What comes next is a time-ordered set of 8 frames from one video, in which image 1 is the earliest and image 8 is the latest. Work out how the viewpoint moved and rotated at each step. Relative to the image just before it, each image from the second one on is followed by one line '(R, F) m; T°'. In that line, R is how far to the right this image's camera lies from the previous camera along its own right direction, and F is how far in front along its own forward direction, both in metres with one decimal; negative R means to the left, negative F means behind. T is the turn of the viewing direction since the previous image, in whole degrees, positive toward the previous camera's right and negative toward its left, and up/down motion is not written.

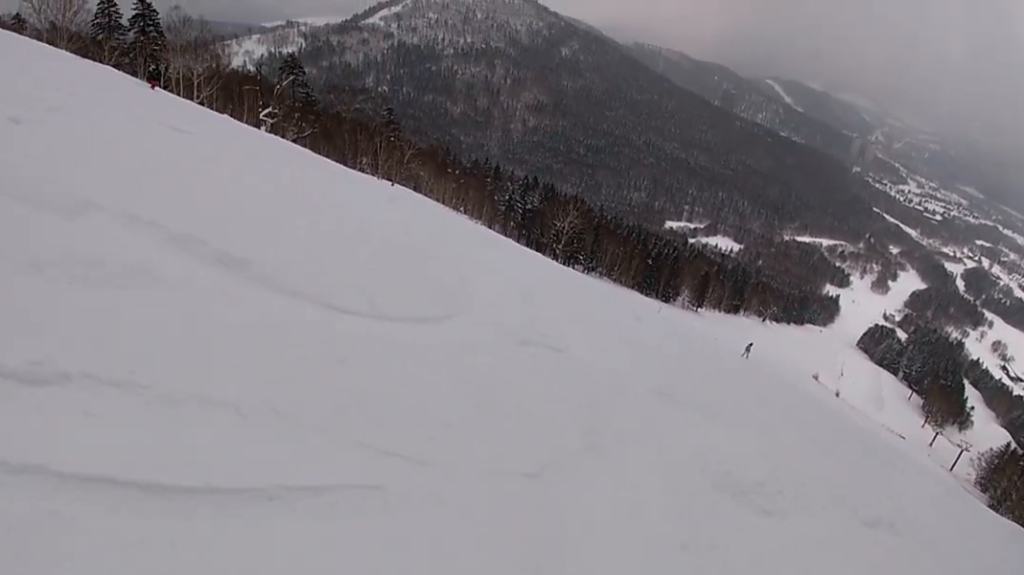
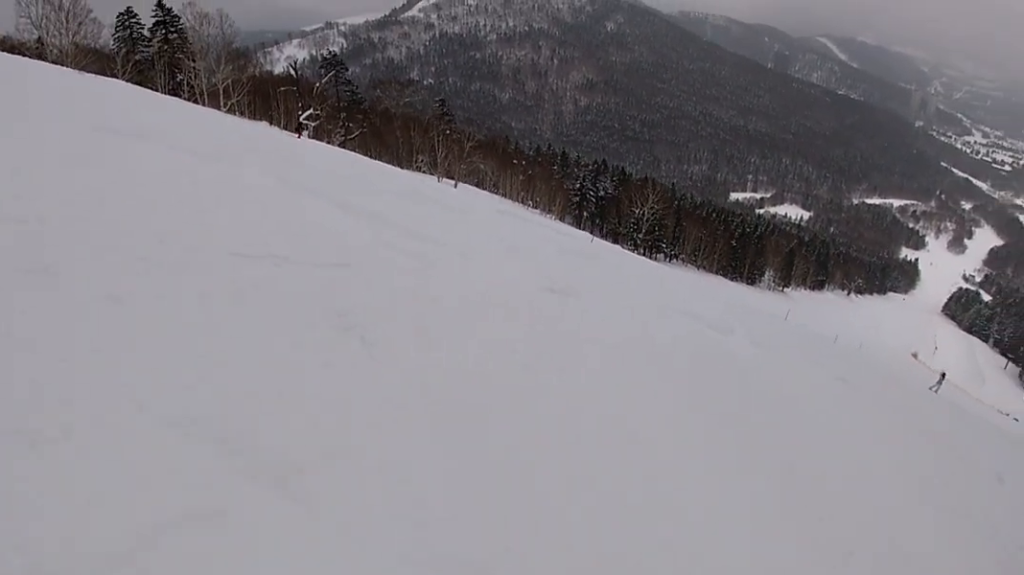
(-0.2, +10.0) m; +20°
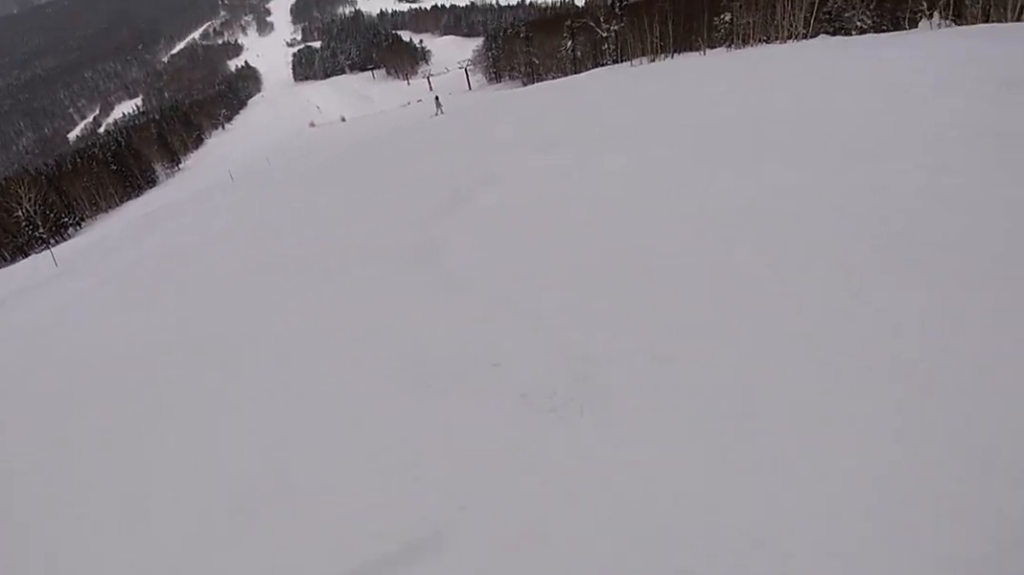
(+2.8, +4.9) m; +67°
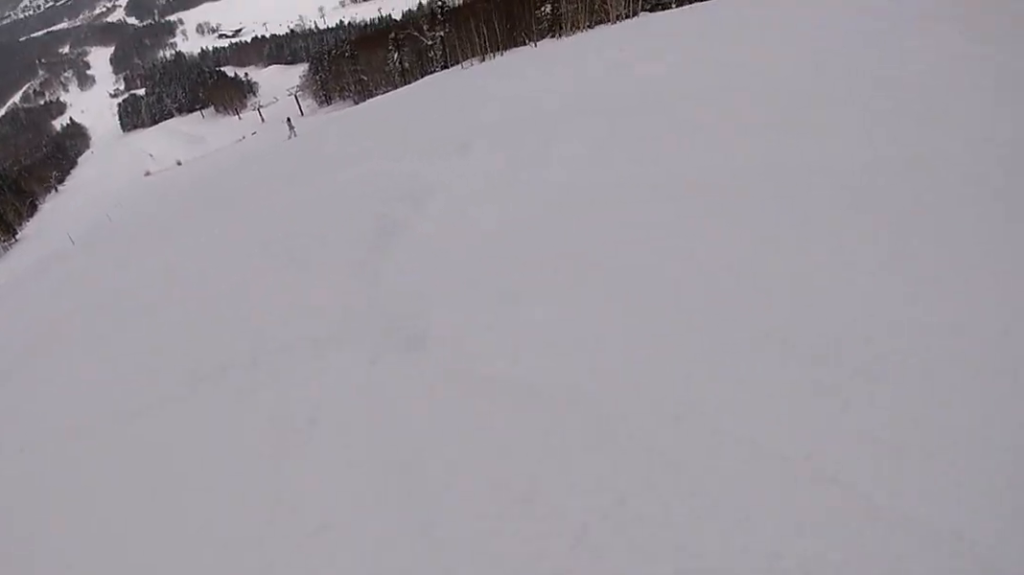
(+0.6, +2.0) m; +10°
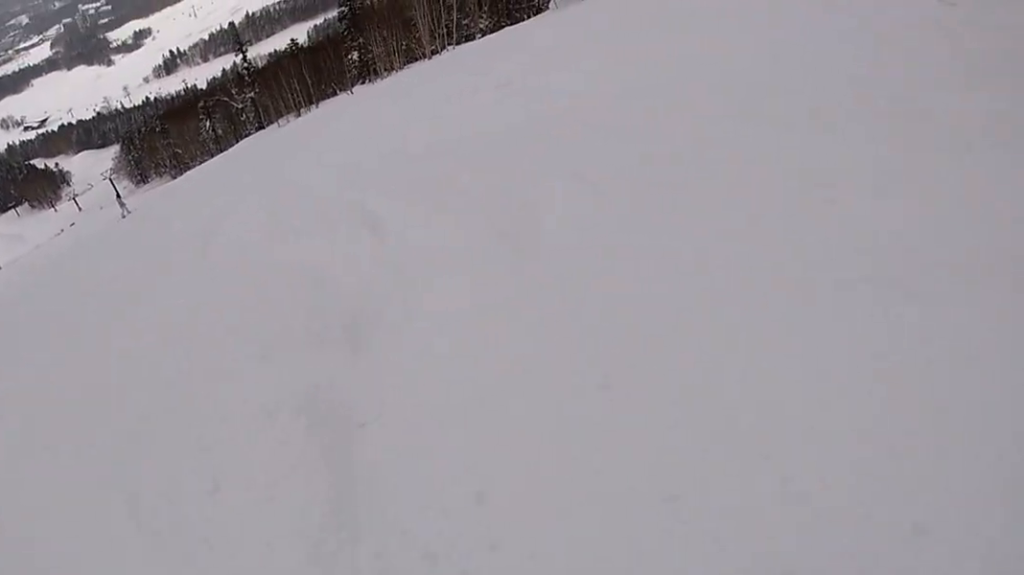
(+0.6, +2.8) m; +10°
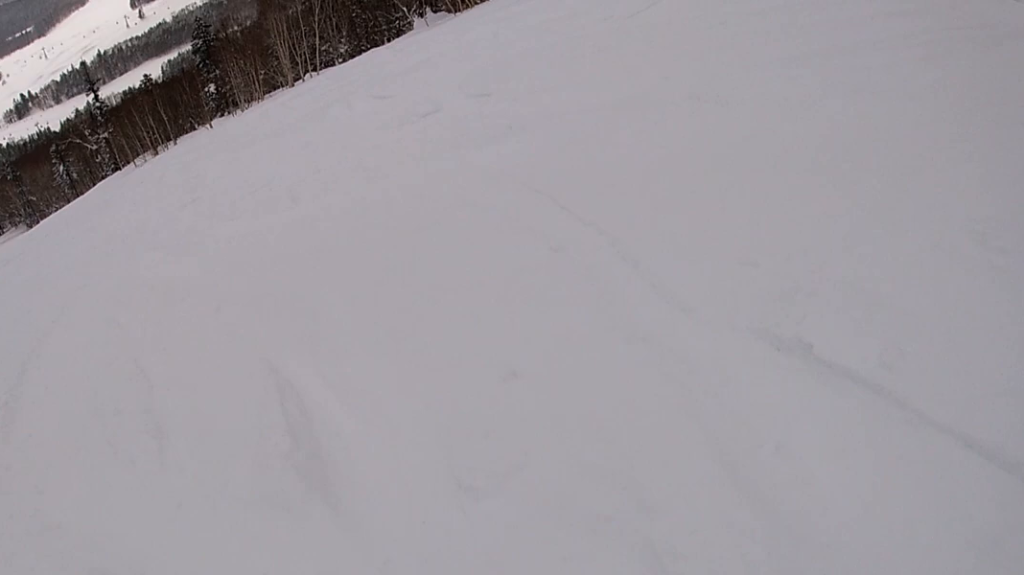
(+0.1, +2.7) m; +5°
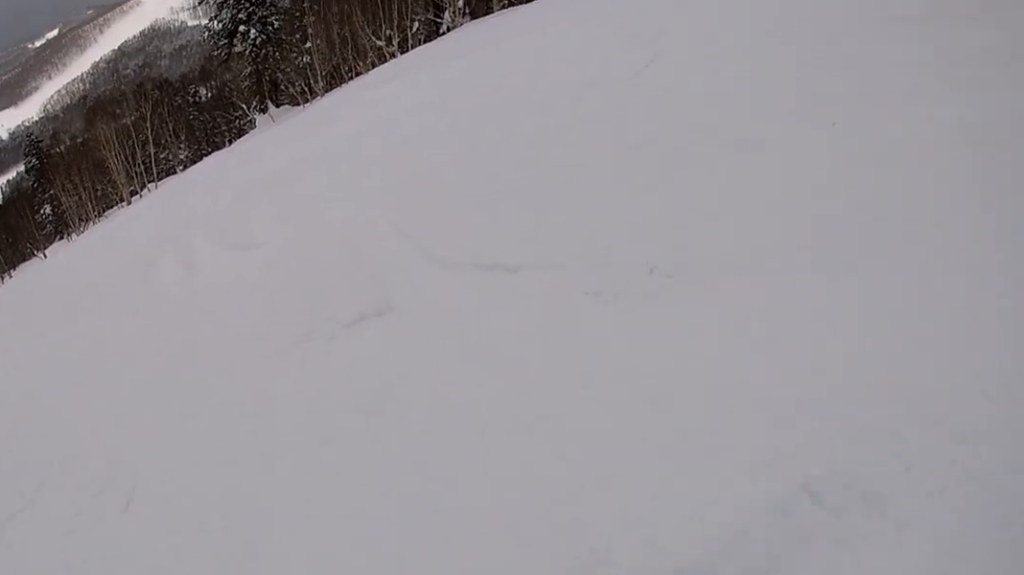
(0.0, +3.7) m; +6°
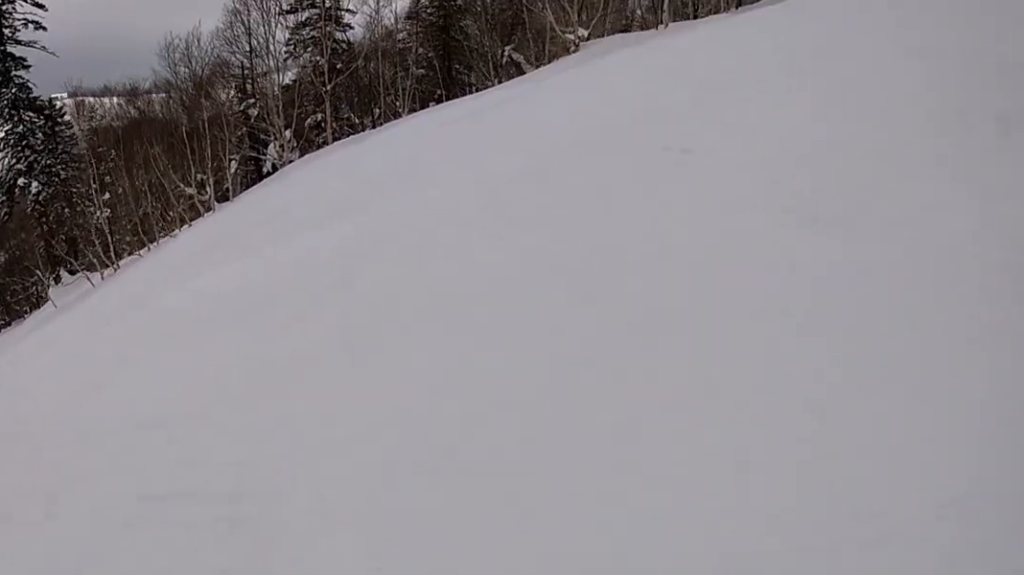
(+1.3, +5.8) m; +18°
